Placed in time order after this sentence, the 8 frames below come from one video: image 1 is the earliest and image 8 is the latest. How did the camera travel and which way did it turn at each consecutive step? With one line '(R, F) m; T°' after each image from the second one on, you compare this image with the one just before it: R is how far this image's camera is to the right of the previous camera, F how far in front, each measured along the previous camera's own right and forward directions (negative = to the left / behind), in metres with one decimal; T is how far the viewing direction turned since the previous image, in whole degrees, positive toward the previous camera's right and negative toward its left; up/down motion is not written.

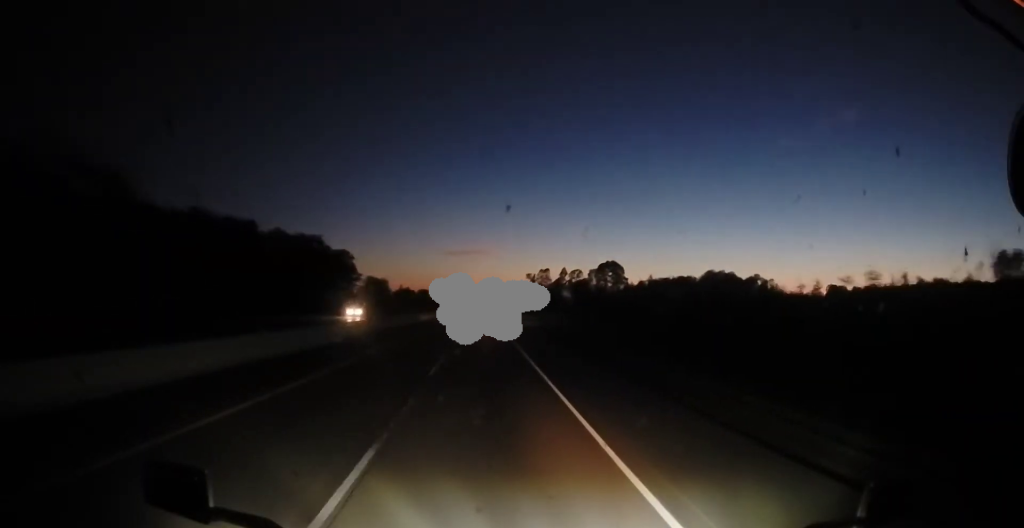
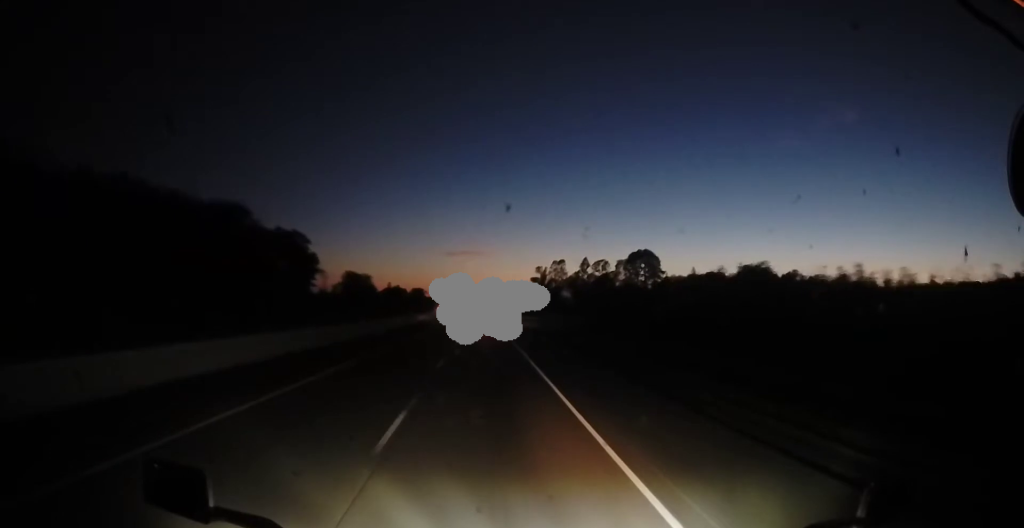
(+0.2, +45.1) m; 0°
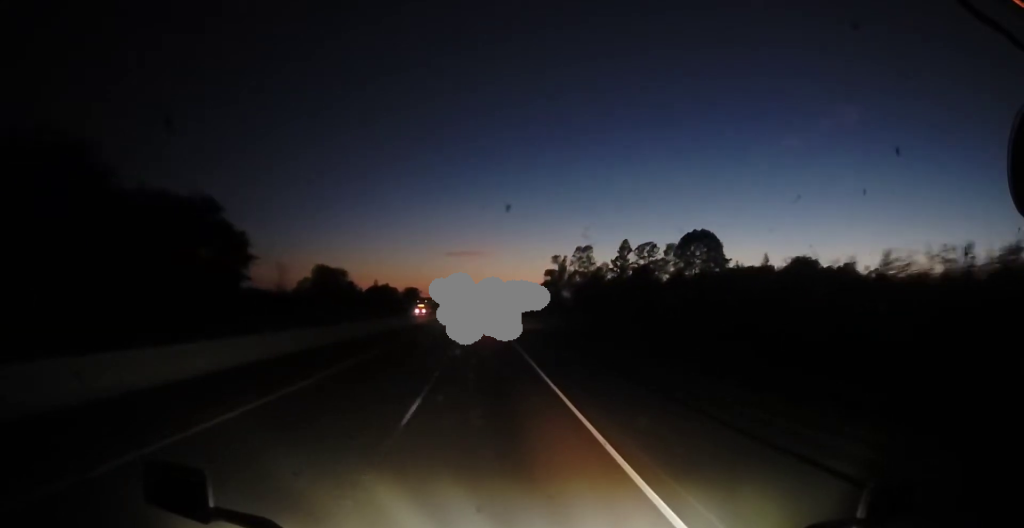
(-0.2, +45.8) m; 0°
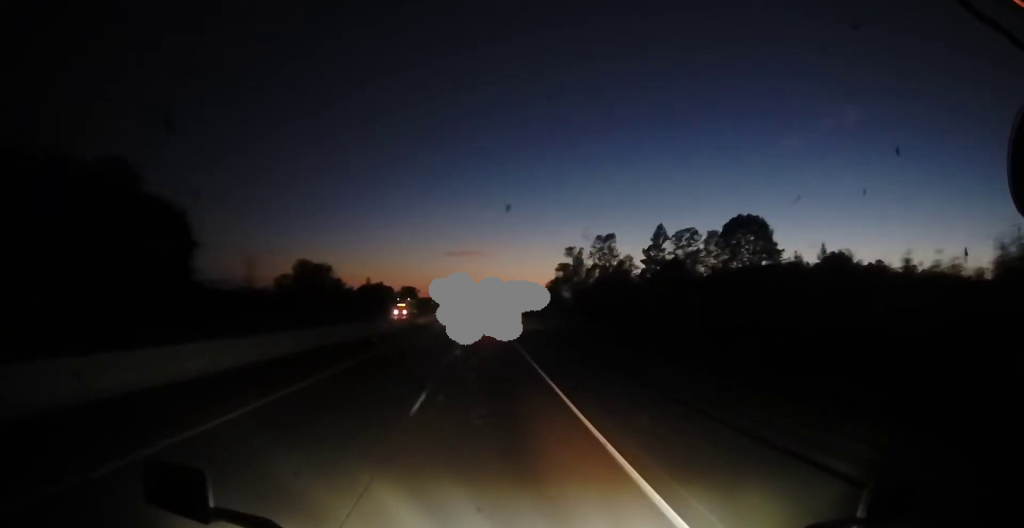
(+0.1, +22.7) m; +1°
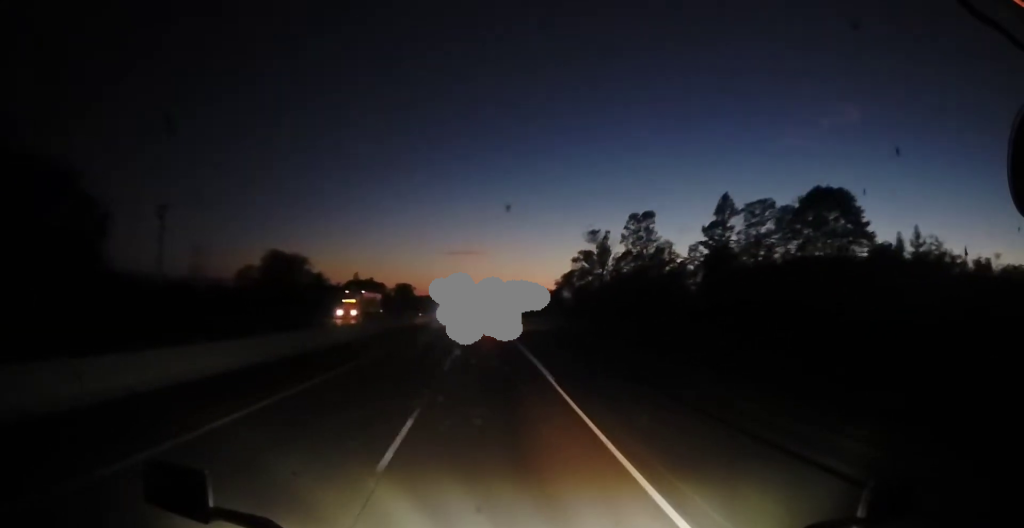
(+0.1, +26.5) m; +1°
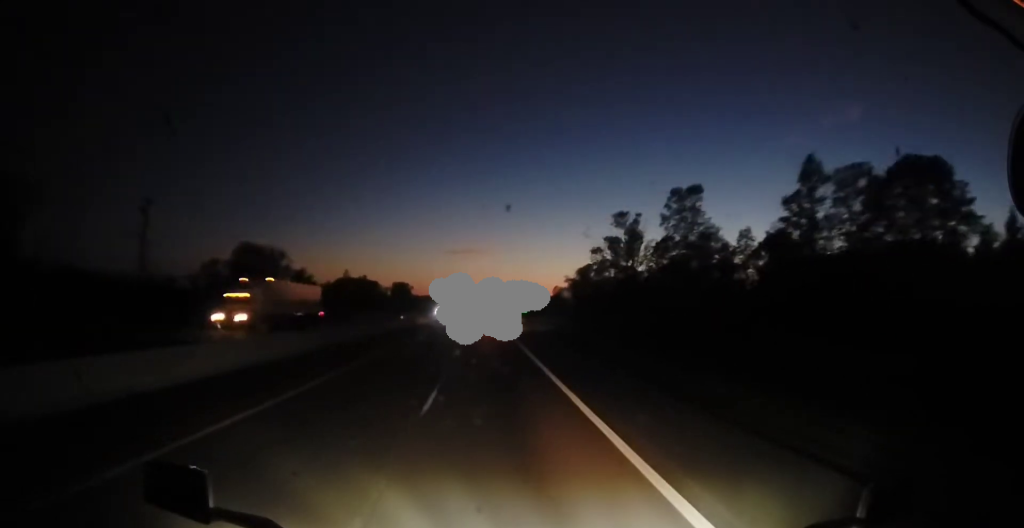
(+0.4, +19.6) m; 0°
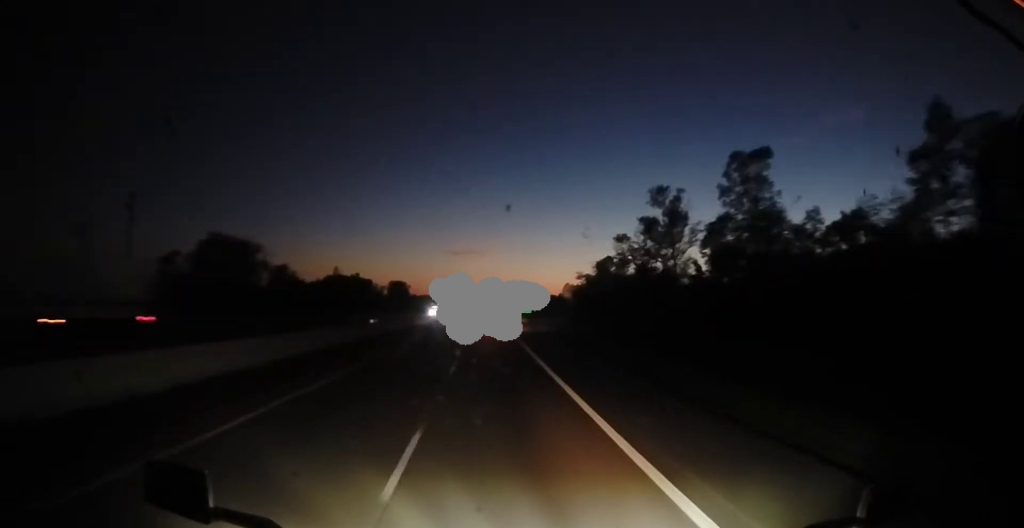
(-0.3, +17.7) m; 0°
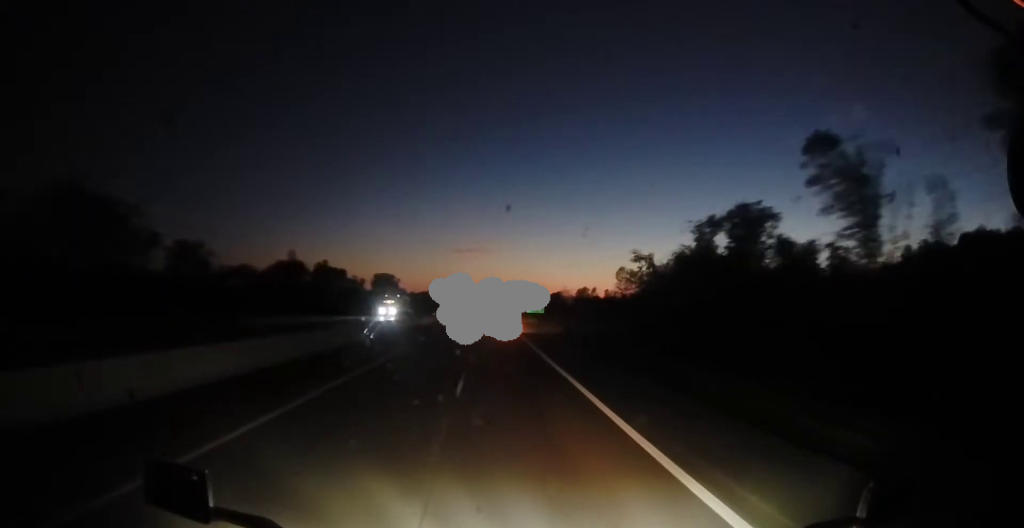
(-0.3, +51.6) m; -1°
